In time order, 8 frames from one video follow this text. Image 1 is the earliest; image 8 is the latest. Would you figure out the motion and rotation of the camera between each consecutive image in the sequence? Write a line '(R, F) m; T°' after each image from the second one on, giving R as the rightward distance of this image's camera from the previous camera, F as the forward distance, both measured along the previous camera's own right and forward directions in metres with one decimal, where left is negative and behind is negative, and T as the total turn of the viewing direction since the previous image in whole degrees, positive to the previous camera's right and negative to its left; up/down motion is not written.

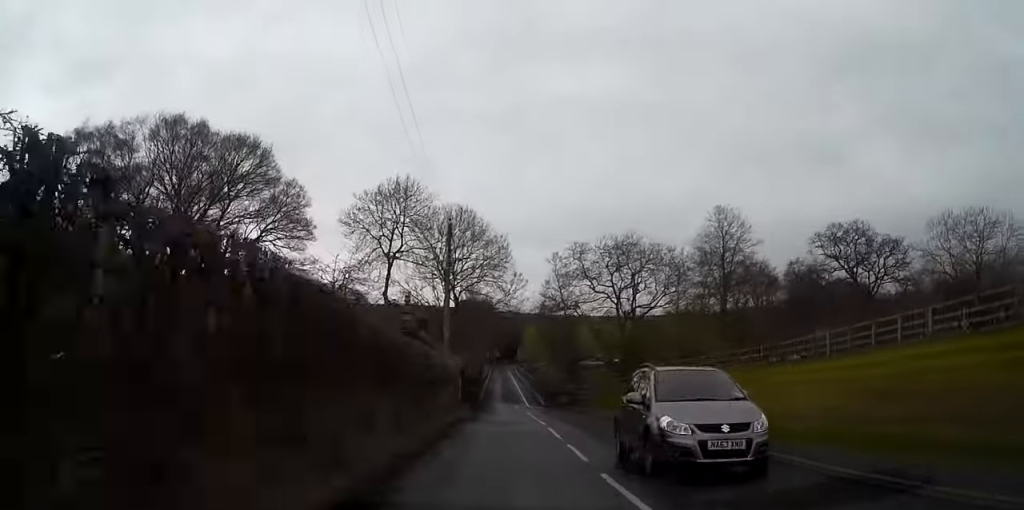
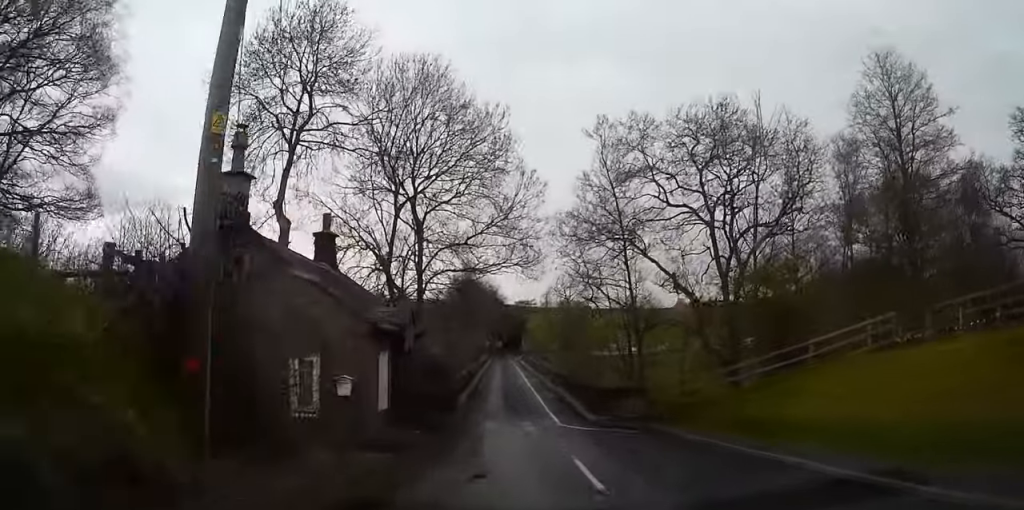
(-0.5, +26.6) m; -2°
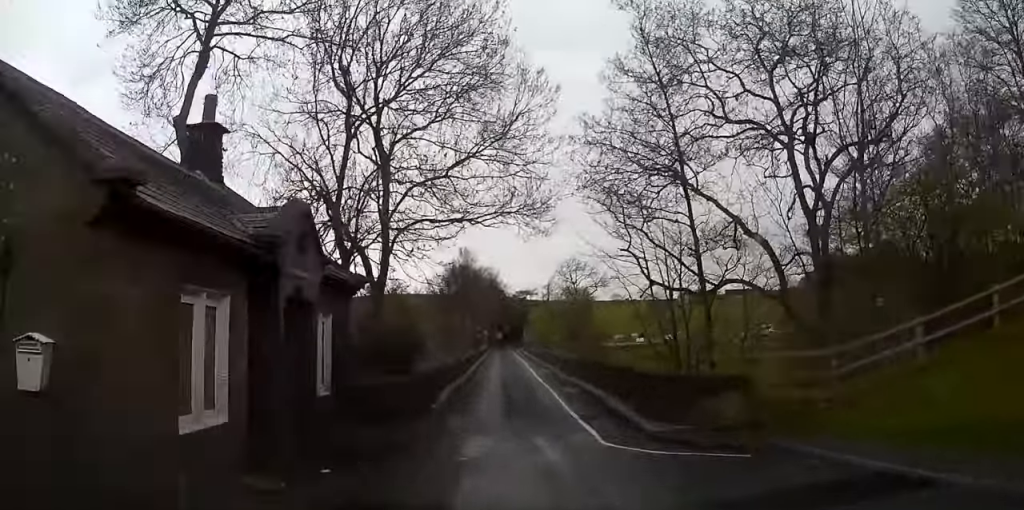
(+0.1, +9.5) m; 0°
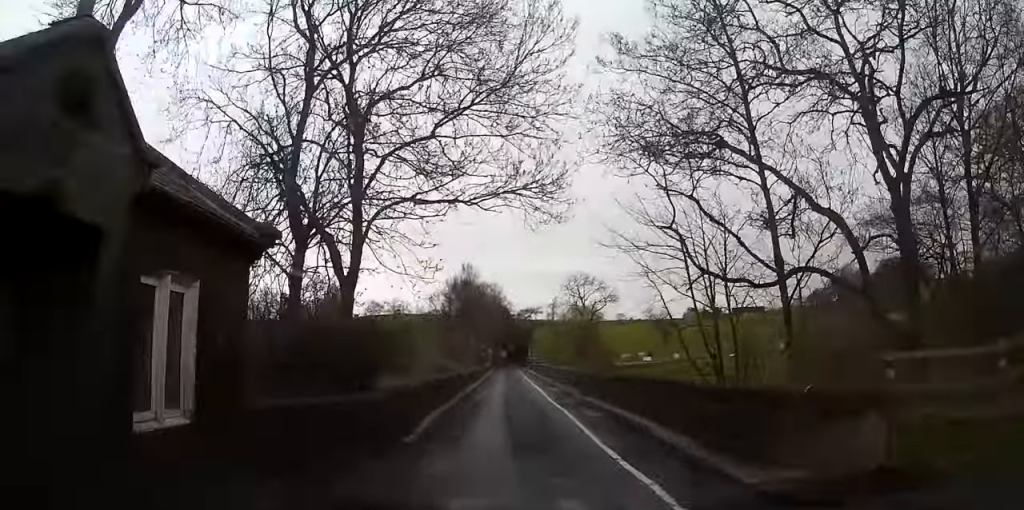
(0.0, +5.2) m; 0°
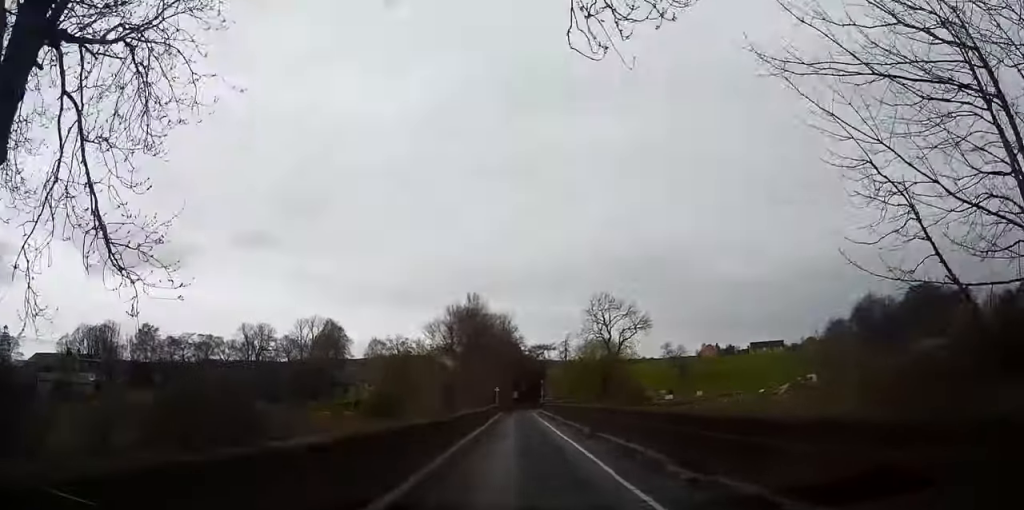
(0.0, +14.7) m; 0°
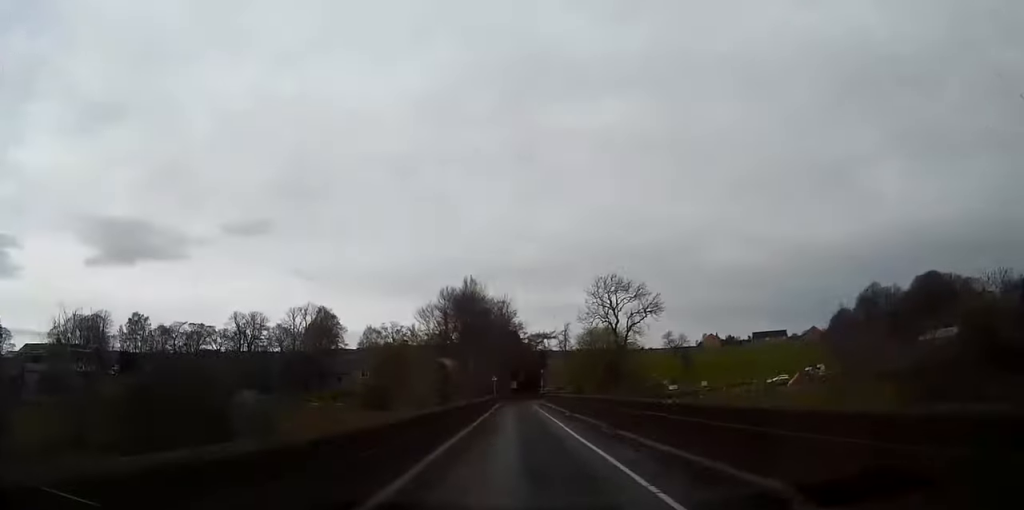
(0.0, +6.0) m; 0°
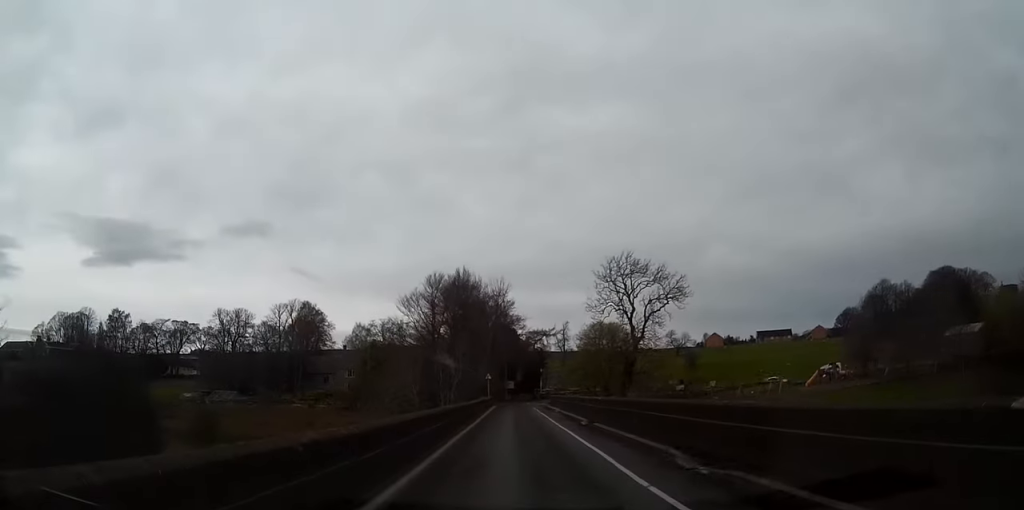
(0.0, +10.9) m; 0°
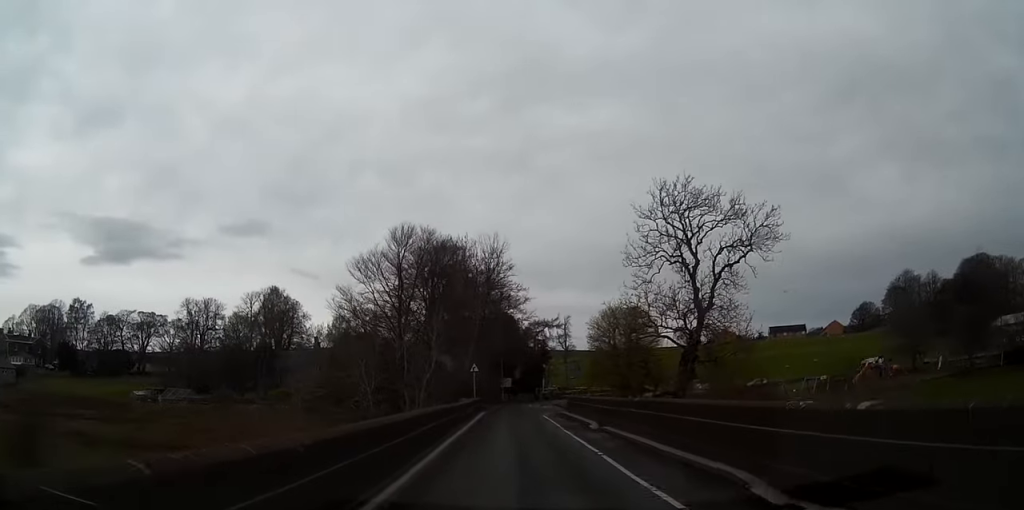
(+0.1, +21.7) m; 0°
